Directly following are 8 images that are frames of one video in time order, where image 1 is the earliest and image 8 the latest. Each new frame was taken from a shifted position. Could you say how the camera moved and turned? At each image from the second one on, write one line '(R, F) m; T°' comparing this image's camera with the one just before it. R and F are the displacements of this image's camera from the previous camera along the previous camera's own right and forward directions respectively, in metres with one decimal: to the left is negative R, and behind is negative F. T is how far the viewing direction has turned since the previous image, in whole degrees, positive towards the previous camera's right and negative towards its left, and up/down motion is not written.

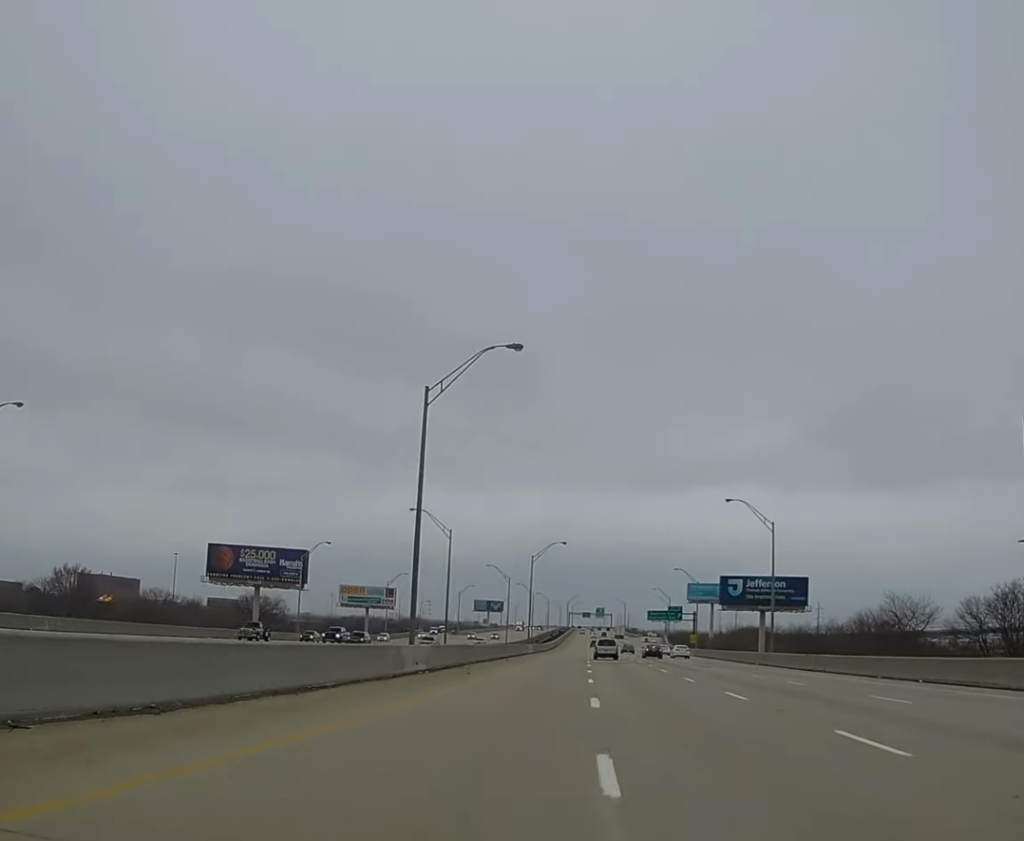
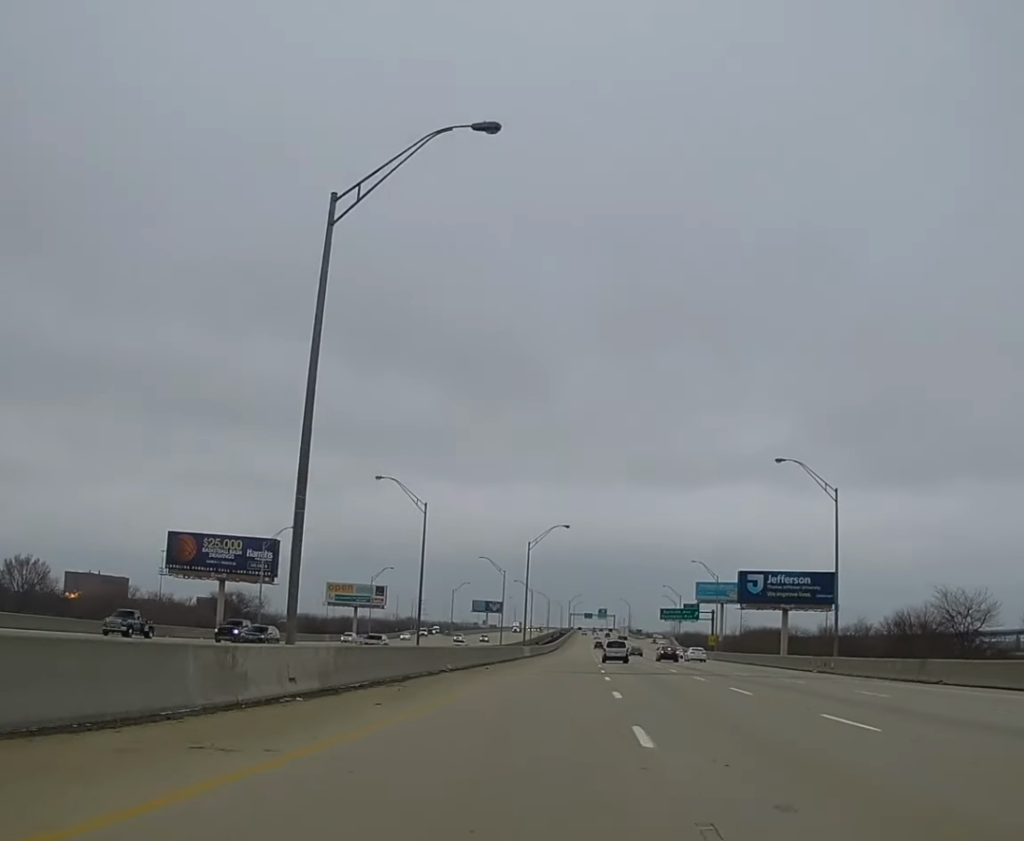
(+0.1, +21.2) m; 0°
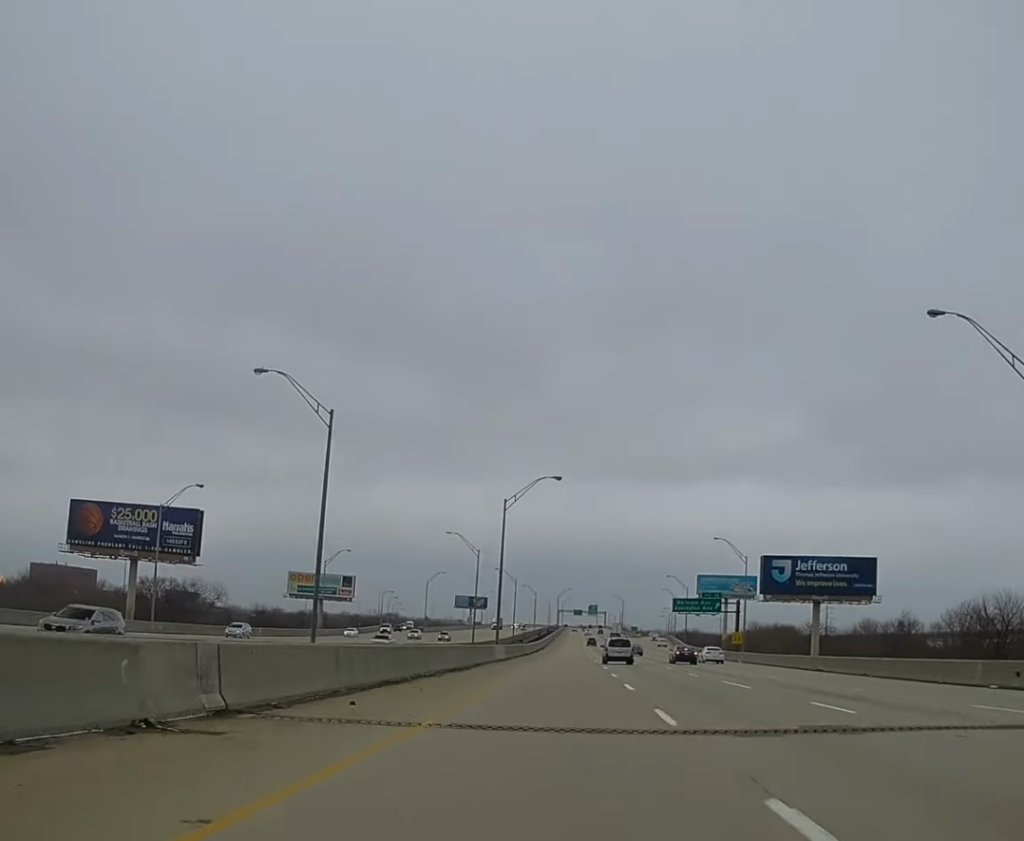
(-0.2, +33.1) m; 0°
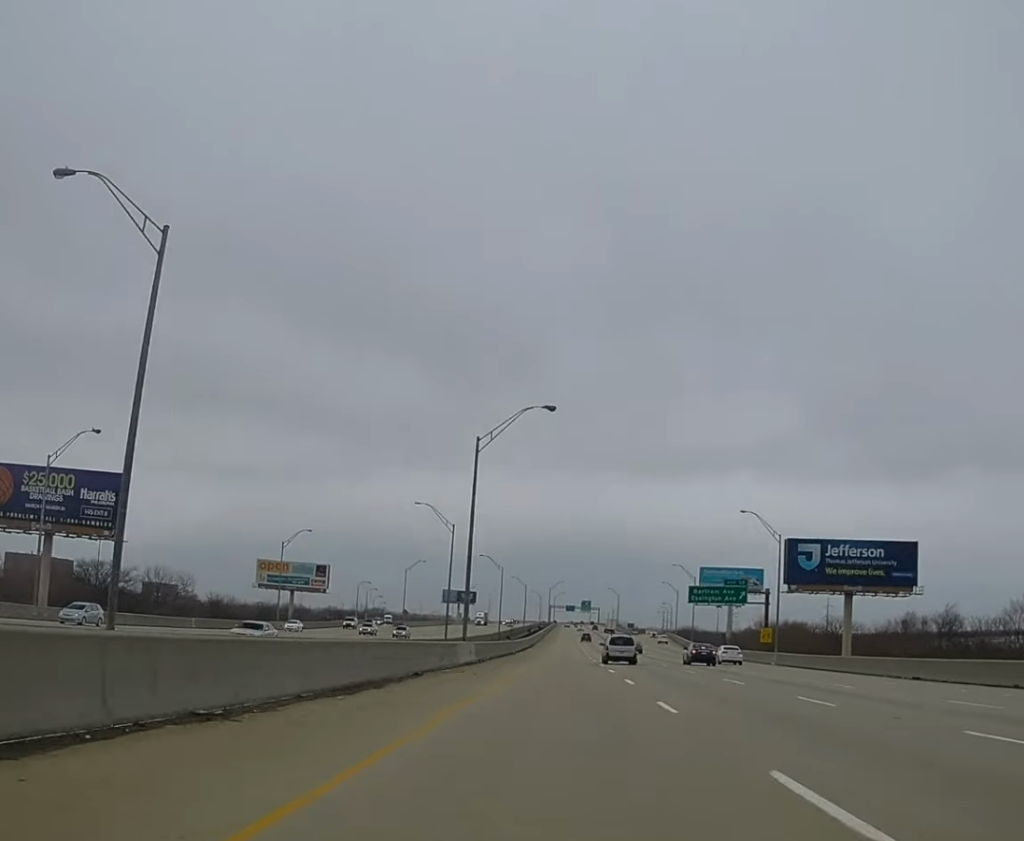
(0.0, +23.2) m; 0°
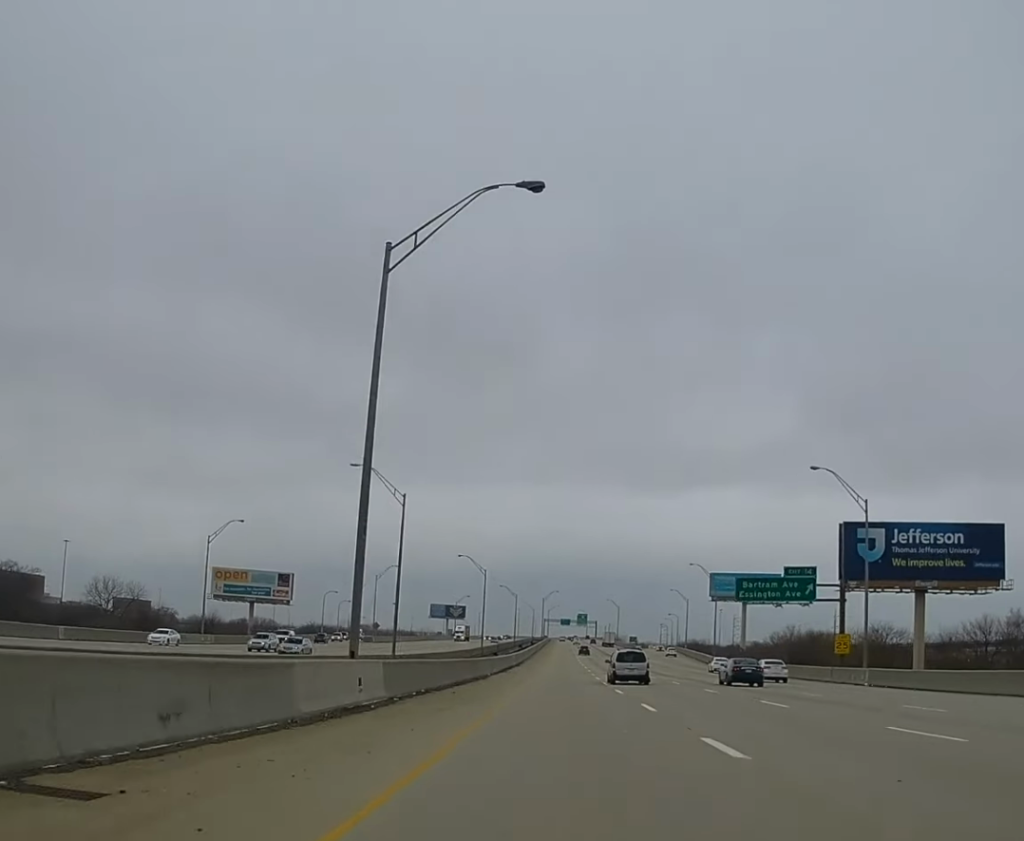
(0.0, +31.7) m; 0°
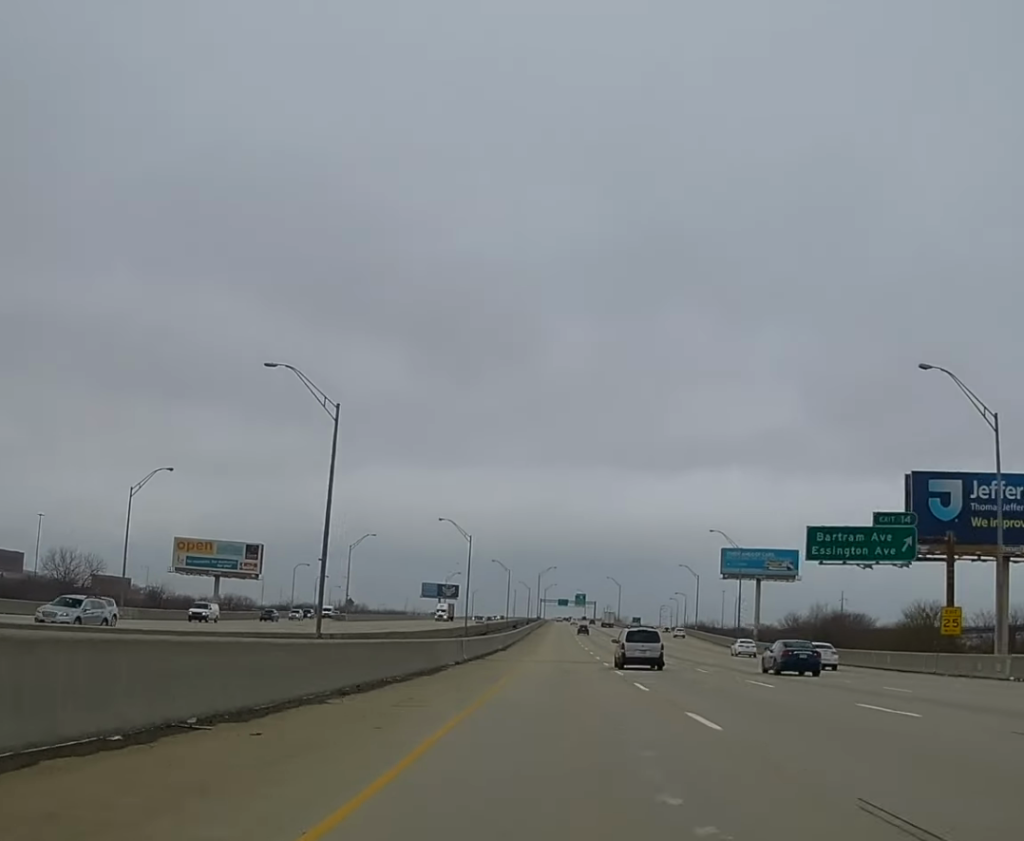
(+0.1, +23.4) m; 0°
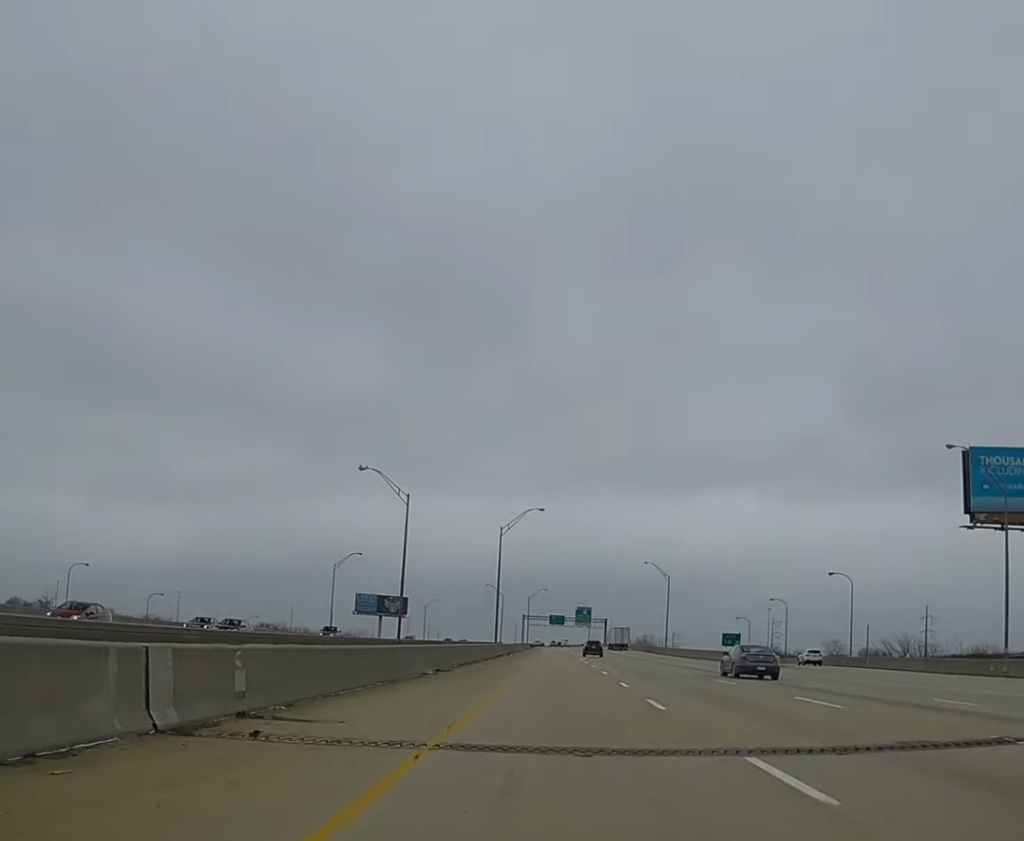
(+0.8, +157.6) m; 0°
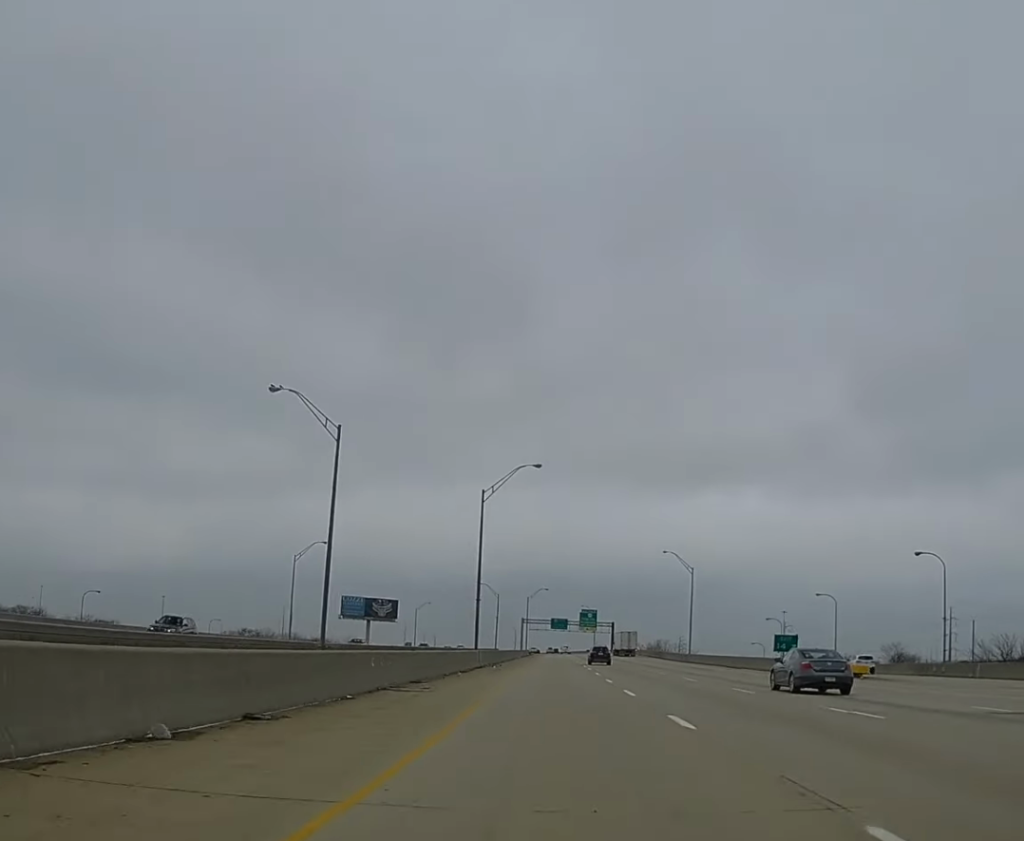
(-0.1, +27.4) m; 0°
